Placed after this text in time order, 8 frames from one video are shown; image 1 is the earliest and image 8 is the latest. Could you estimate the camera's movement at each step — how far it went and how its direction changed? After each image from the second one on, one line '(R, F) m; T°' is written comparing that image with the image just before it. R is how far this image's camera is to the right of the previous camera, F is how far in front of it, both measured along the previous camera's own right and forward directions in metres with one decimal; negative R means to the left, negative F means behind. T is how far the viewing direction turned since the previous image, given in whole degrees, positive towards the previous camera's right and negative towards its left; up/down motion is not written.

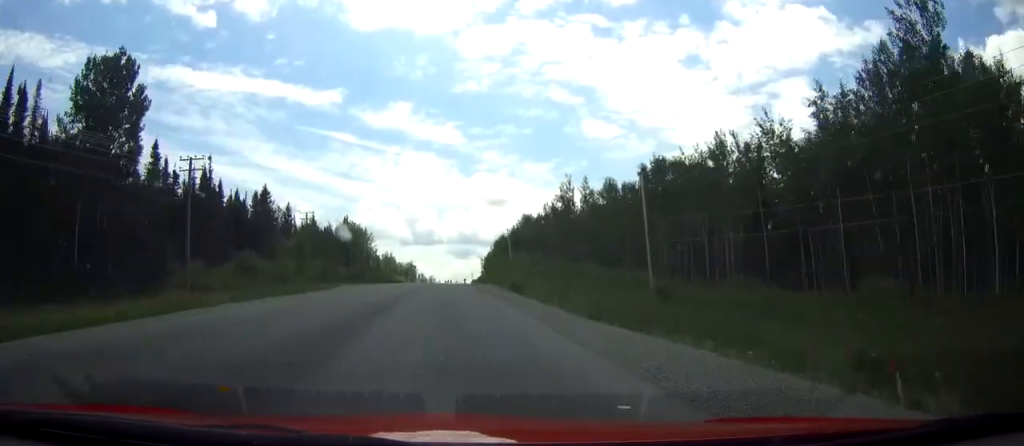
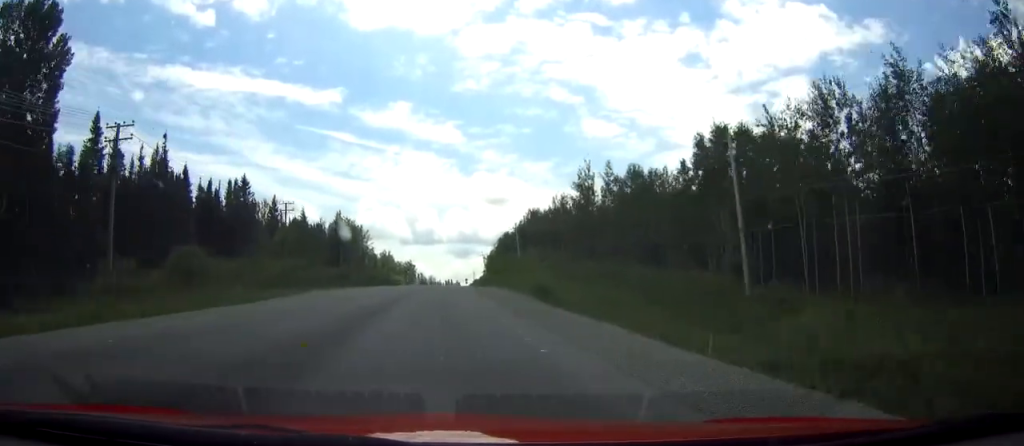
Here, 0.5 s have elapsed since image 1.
(+0.1, +14.7) m; 0°
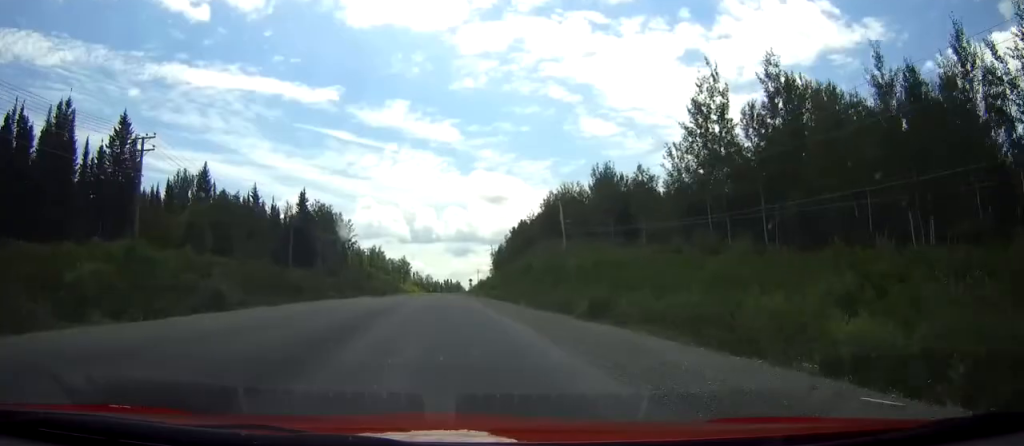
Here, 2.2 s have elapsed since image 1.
(-0.1, +47.4) m; 0°
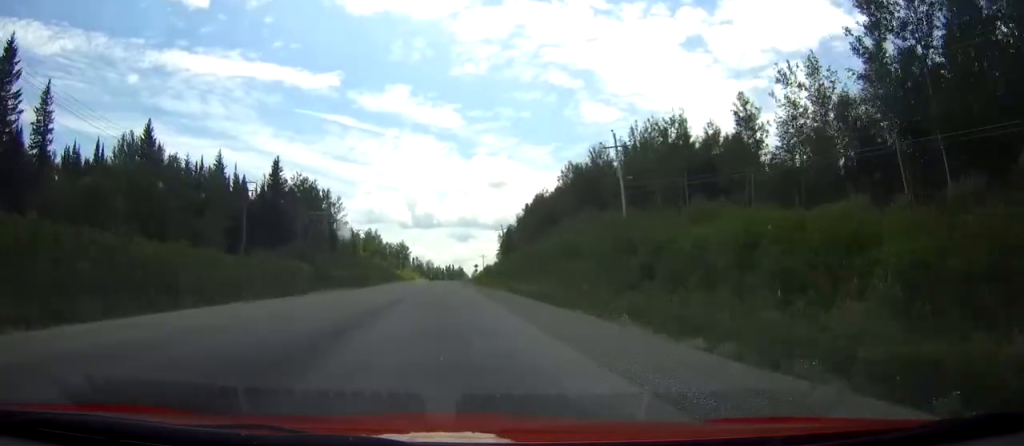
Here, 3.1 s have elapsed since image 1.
(-0.1, +24.5) m; 0°
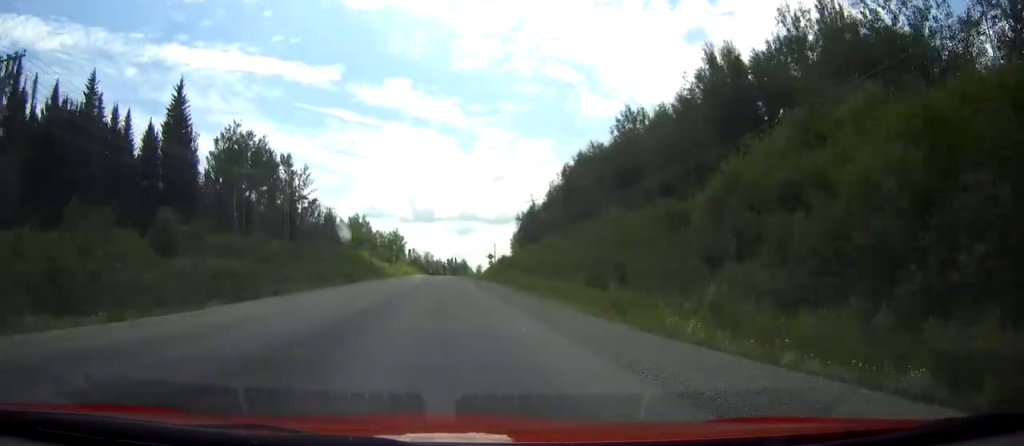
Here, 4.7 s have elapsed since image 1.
(0.0, +46.9) m; 0°
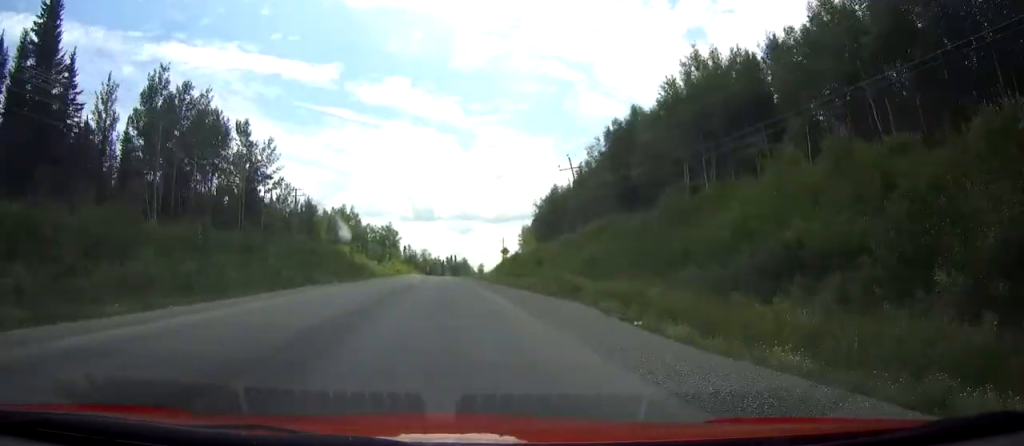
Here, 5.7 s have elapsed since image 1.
(0.0, +29.2) m; 0°
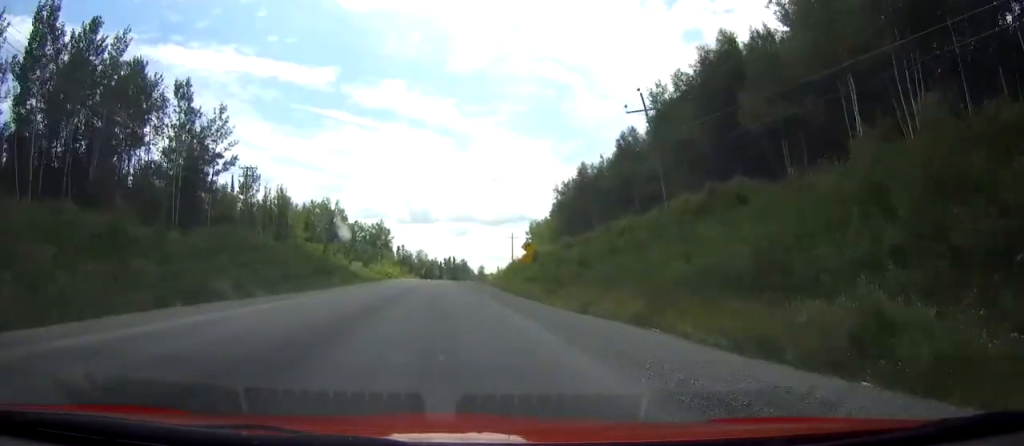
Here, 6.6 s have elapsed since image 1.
(0.0, +25.4) m; 0°
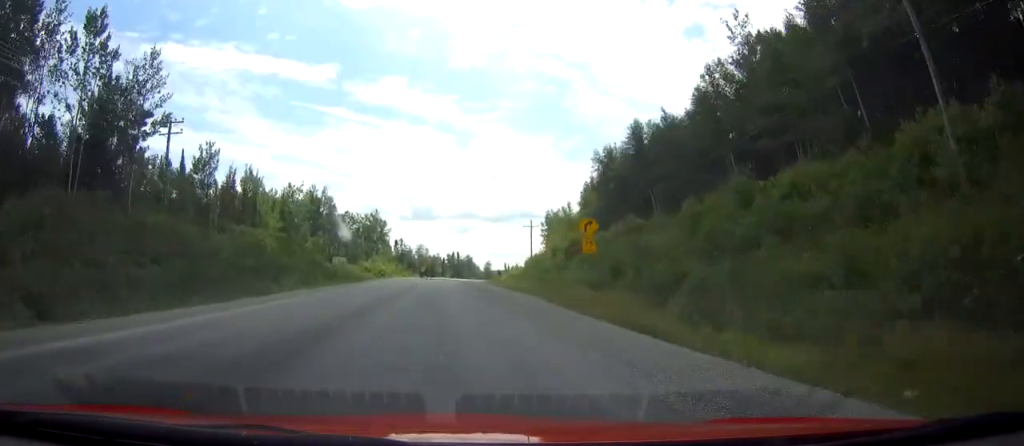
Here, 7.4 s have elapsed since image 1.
(+0.1, +24.6) m; 0°
